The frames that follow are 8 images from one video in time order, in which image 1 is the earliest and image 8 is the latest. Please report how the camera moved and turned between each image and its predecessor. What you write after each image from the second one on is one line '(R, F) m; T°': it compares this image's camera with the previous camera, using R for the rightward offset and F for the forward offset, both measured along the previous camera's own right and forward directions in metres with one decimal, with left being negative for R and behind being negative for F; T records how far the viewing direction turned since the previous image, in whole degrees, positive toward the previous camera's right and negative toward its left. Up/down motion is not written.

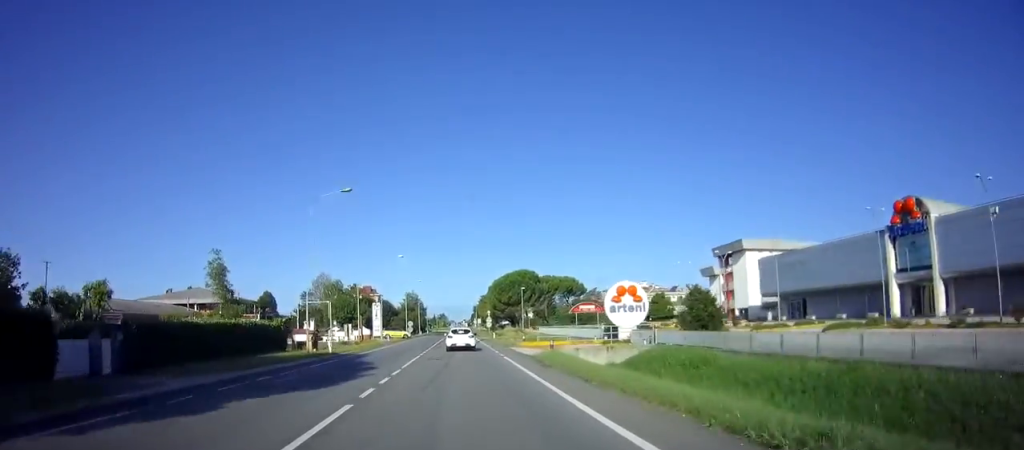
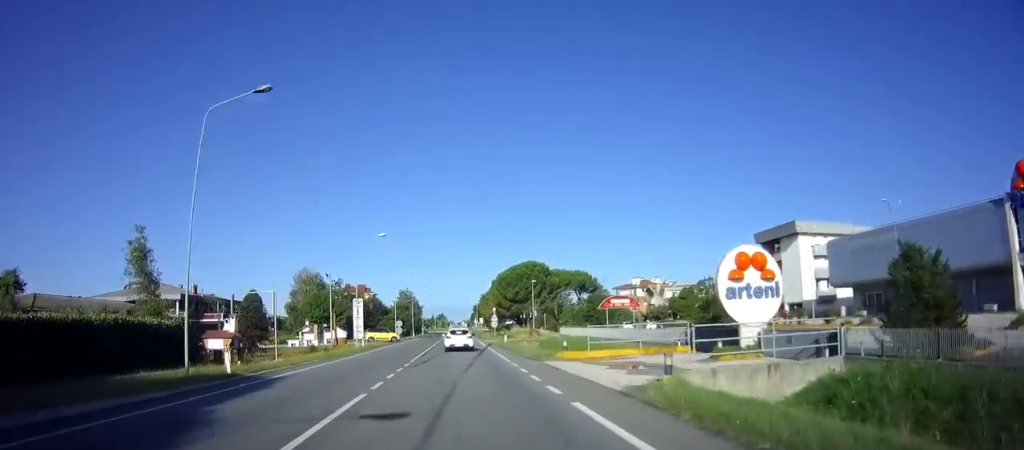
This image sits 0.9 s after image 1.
(+0.1, +15.4) m; +1°
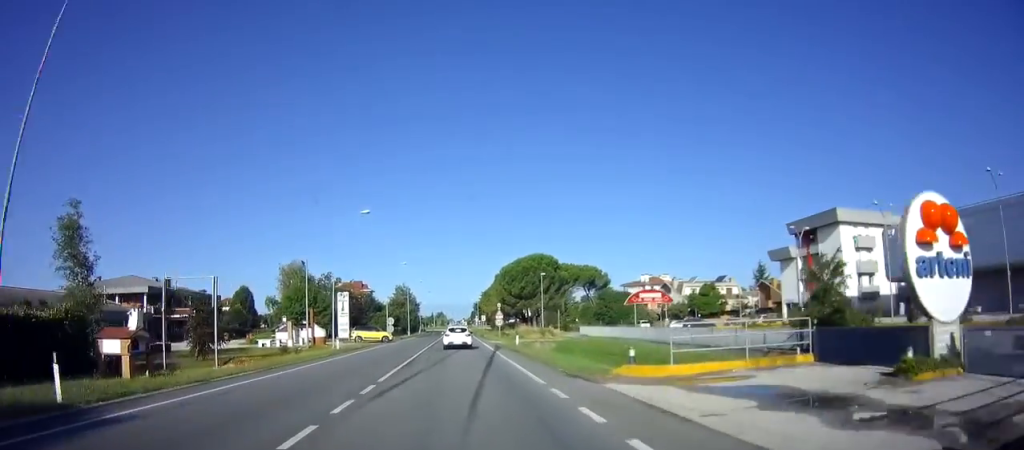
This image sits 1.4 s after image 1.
(+0.2, +8.9) m; 0°
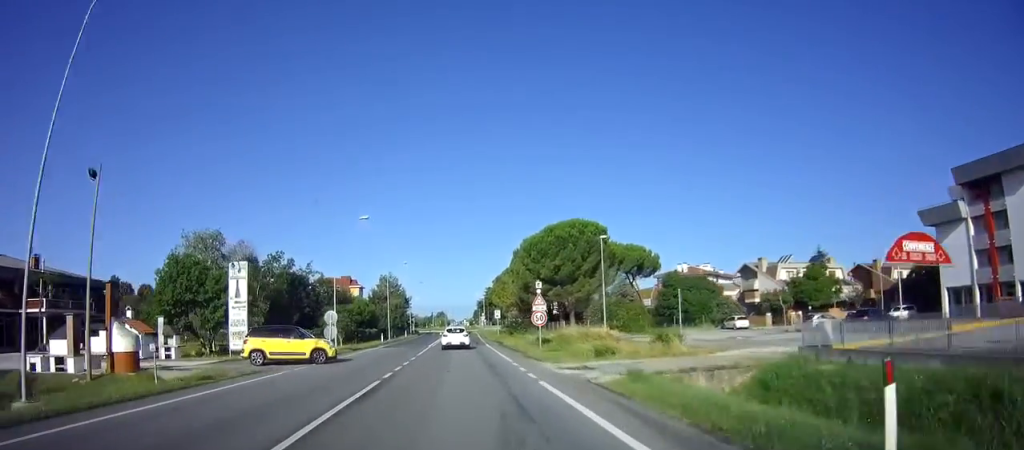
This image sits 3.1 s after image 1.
(-0.2, +29.8) m; 0°
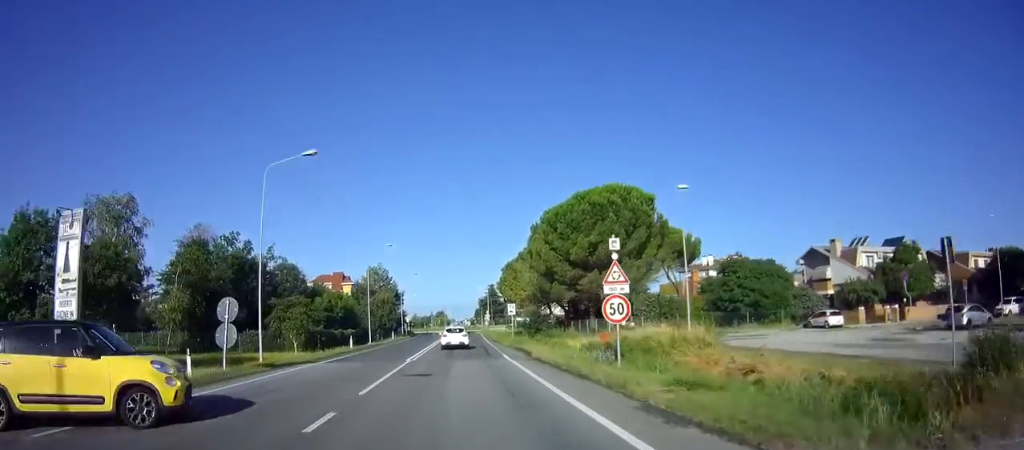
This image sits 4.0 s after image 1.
(+0.2, +16.1) m; +1°
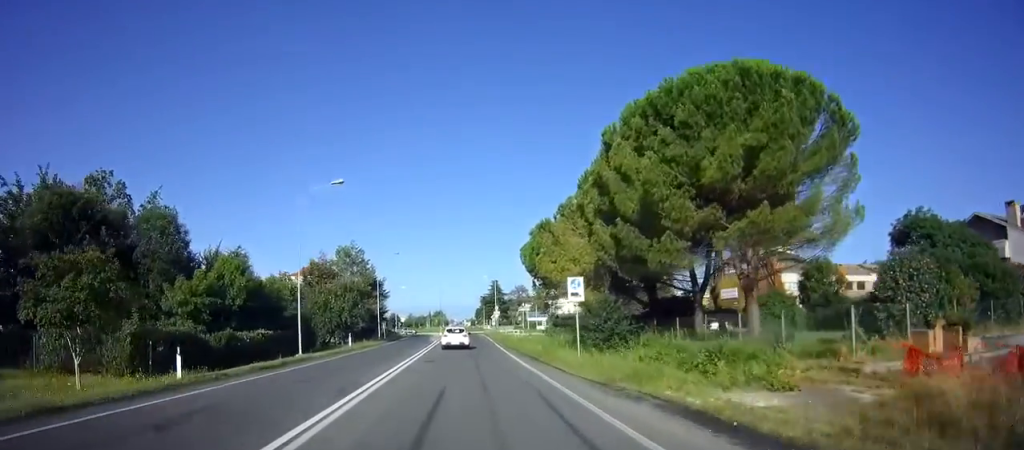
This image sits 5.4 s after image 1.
(-0.1, +24.2) m; -1°
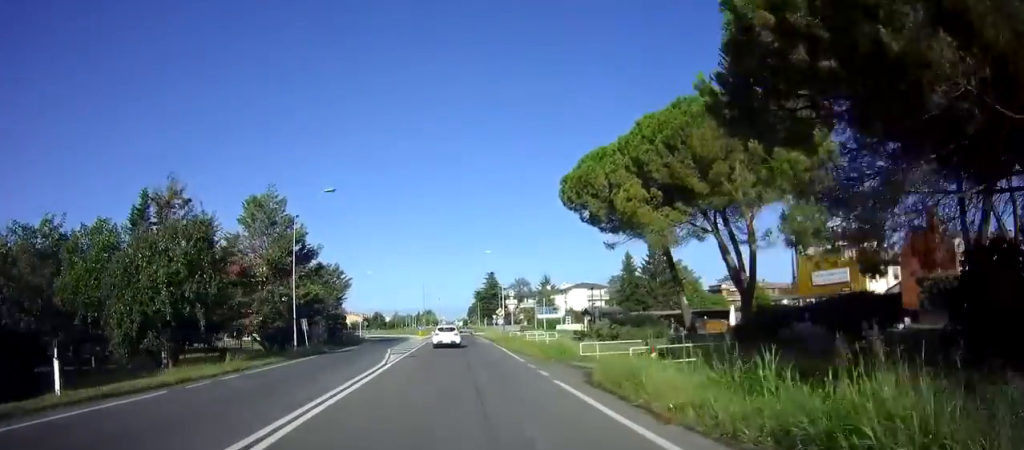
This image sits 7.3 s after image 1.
(+0.2, +29.5) m; 0°
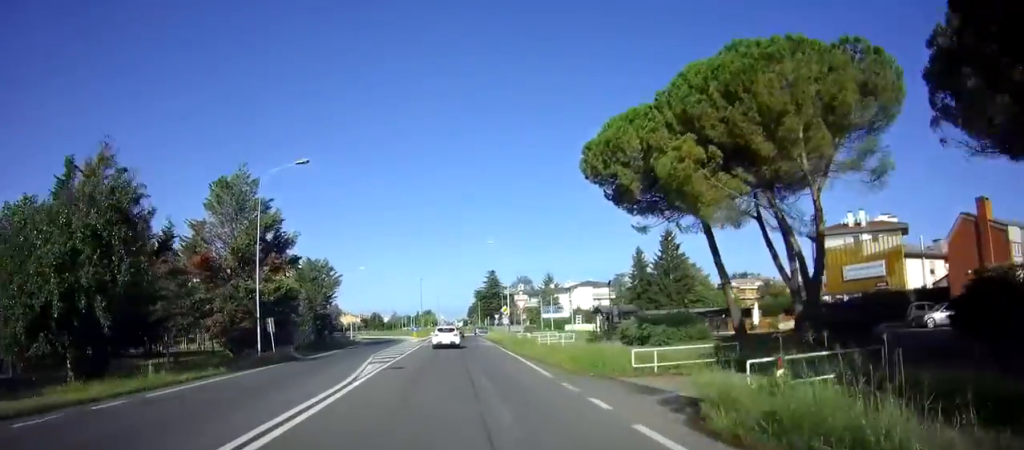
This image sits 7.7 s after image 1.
(+0.2, +6.3) m; 0°
